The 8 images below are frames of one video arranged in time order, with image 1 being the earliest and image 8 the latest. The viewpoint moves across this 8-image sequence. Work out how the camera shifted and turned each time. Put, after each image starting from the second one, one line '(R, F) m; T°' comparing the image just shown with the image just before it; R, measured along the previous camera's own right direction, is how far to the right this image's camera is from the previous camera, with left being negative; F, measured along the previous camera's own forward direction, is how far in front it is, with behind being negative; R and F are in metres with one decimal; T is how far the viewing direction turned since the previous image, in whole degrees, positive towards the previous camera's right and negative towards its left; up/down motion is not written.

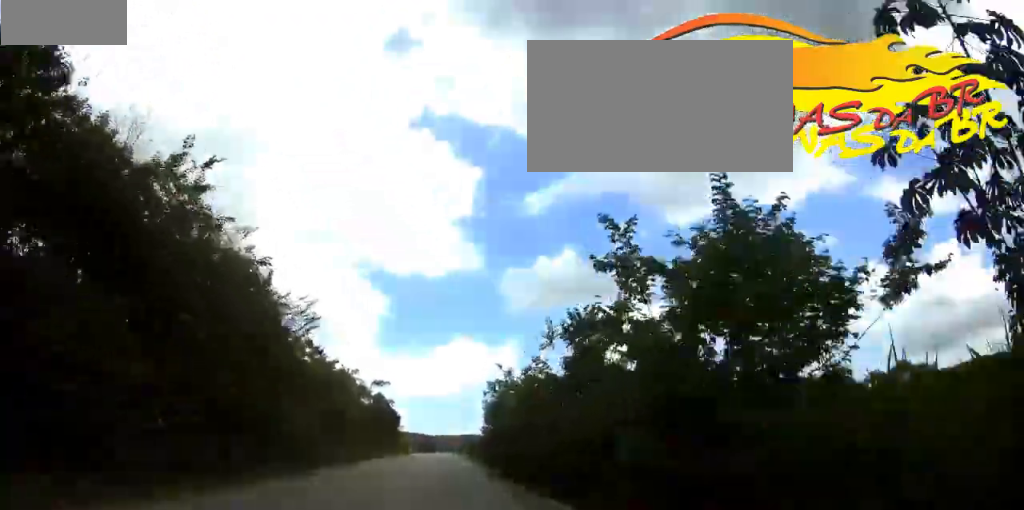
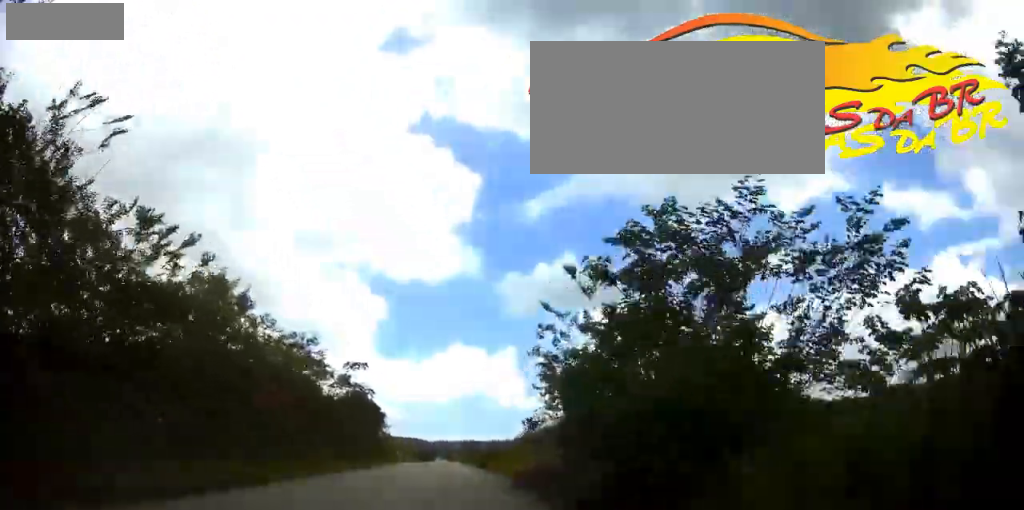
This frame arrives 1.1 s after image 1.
(+0.1, +26.7) m; +1°
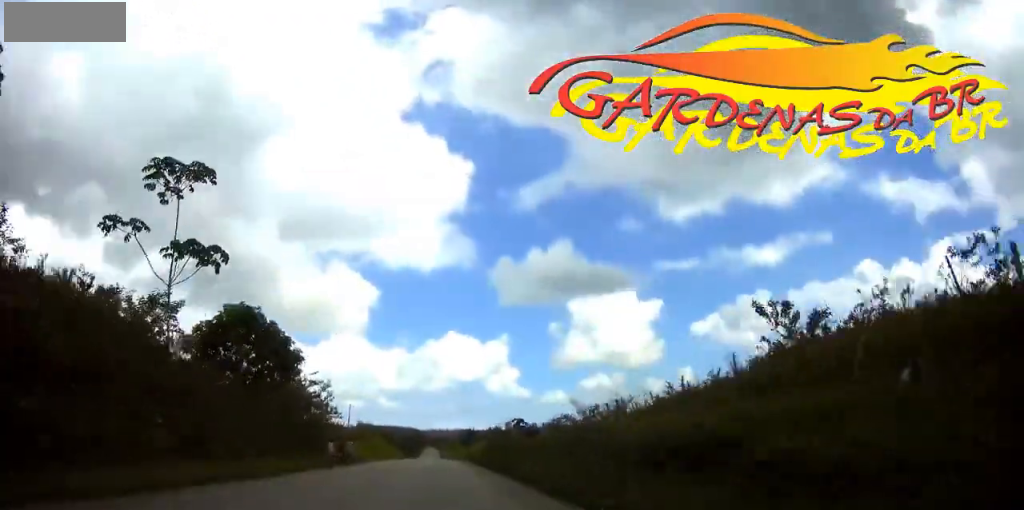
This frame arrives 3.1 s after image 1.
(+0.1, +48.5) m; 0°
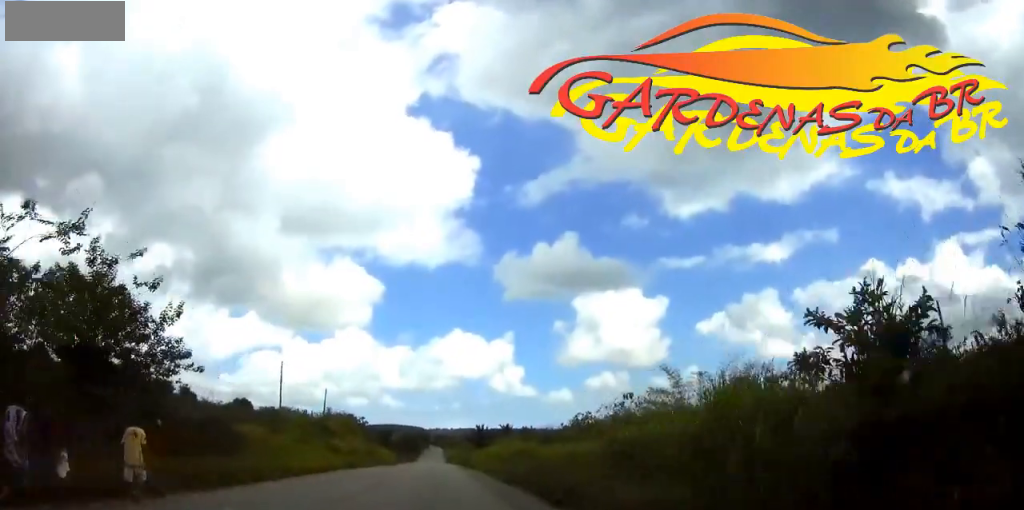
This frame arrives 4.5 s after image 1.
(0.0, +35.1) m; 0°
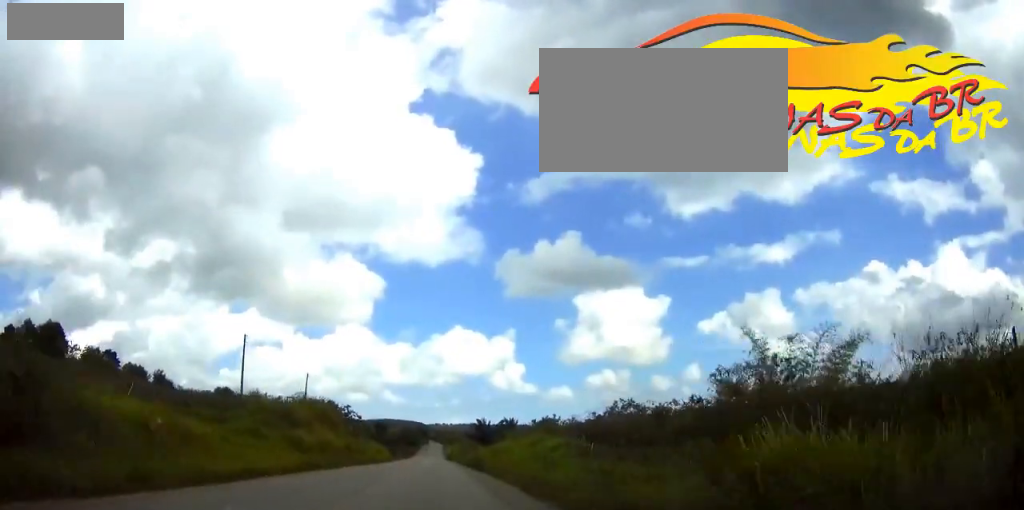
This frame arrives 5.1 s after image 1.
(0.0, +15.1) m; 0°
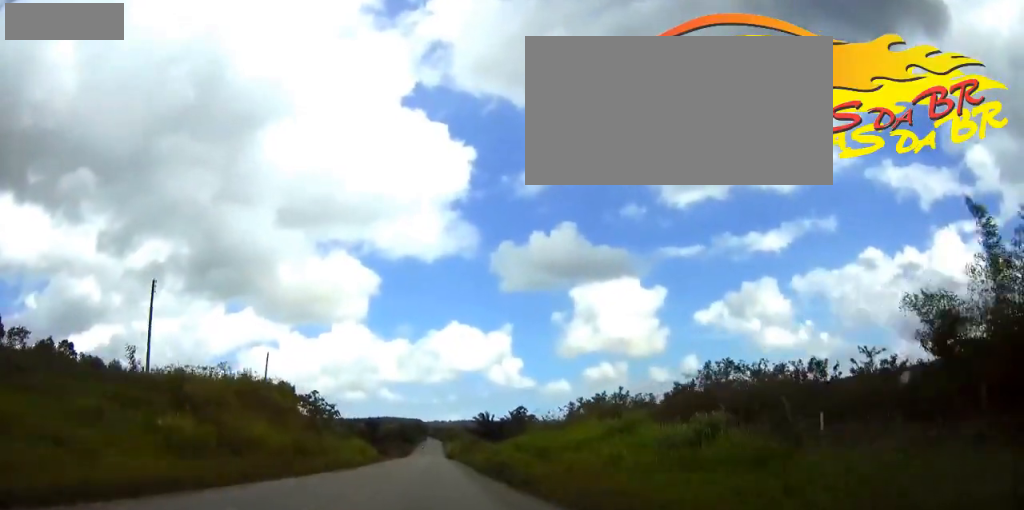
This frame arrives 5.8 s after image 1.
(-0.1, +19.6) m; 0°
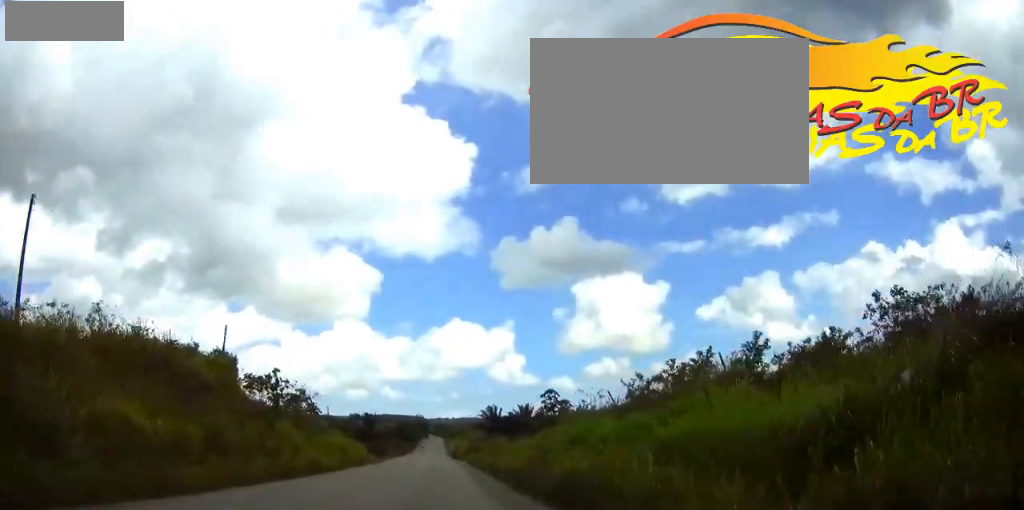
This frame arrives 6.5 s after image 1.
(0.0, +16.3) m; 0°
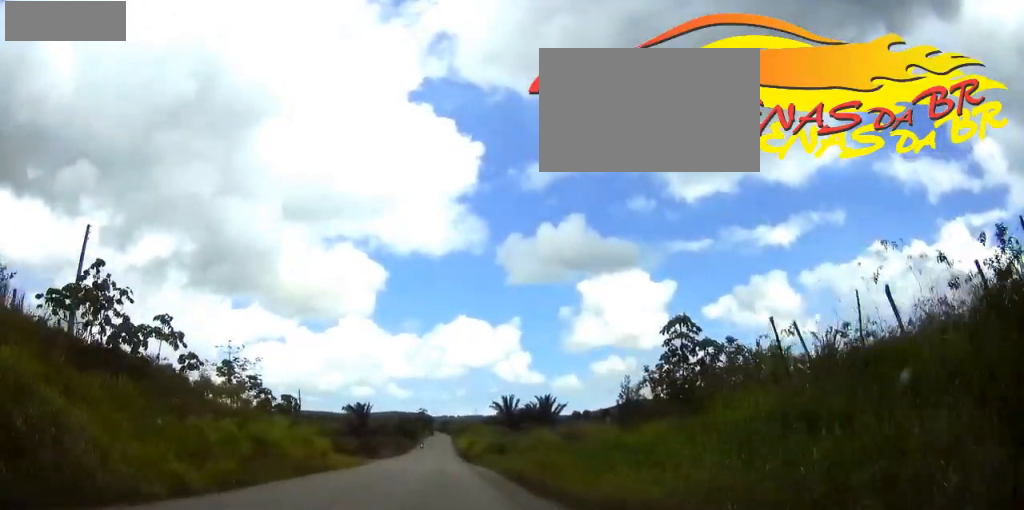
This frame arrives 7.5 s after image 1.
(-0.1, +25.9) m; 0°
